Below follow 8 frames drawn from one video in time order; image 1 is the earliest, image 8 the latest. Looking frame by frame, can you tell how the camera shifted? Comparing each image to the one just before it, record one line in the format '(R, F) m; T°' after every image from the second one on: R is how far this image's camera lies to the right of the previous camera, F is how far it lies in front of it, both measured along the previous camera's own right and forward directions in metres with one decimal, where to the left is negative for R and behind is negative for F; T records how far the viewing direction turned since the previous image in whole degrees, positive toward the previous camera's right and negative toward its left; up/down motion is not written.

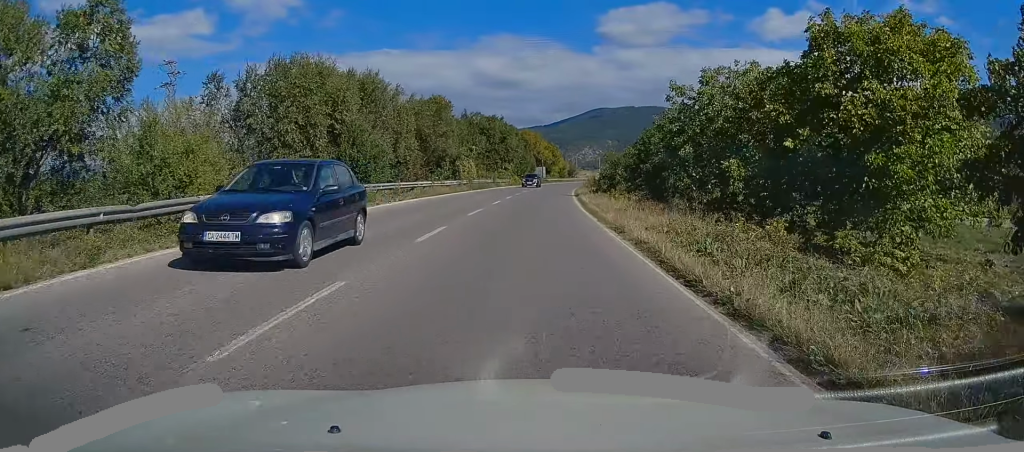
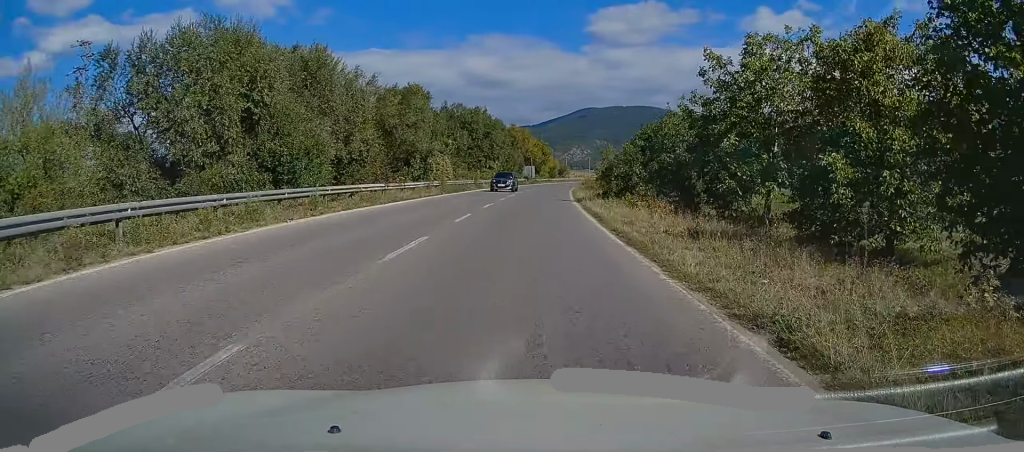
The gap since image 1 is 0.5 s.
(+0.2, +10.5) m; +1°
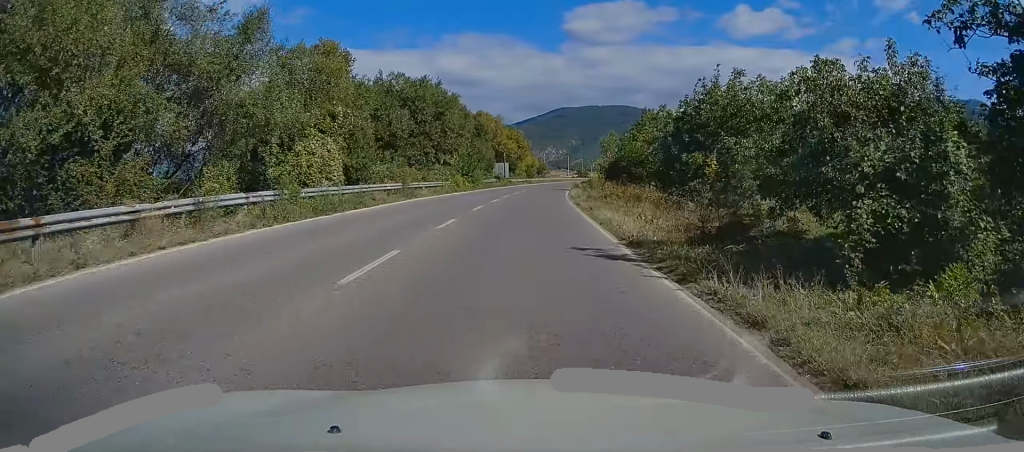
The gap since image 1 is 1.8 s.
(+0.2, +25.3) m; +2°
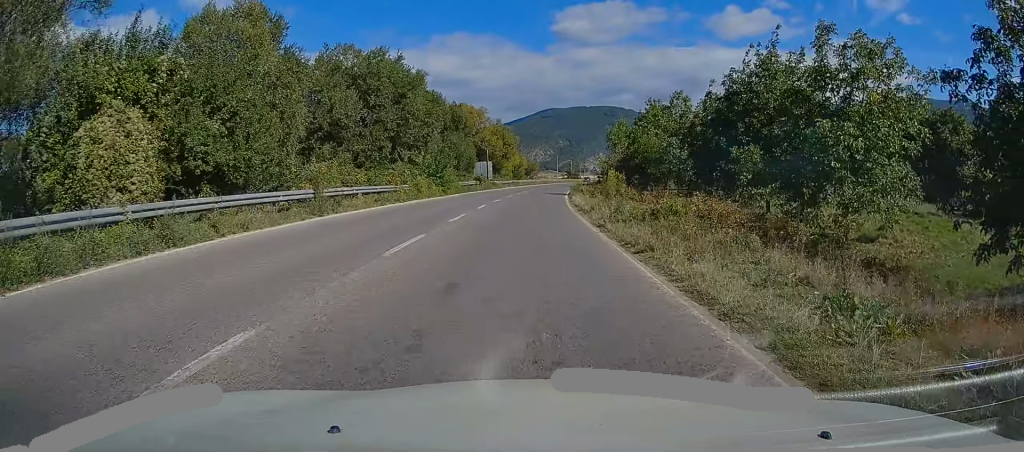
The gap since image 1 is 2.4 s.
(+0.3, +12.9) m; +1°
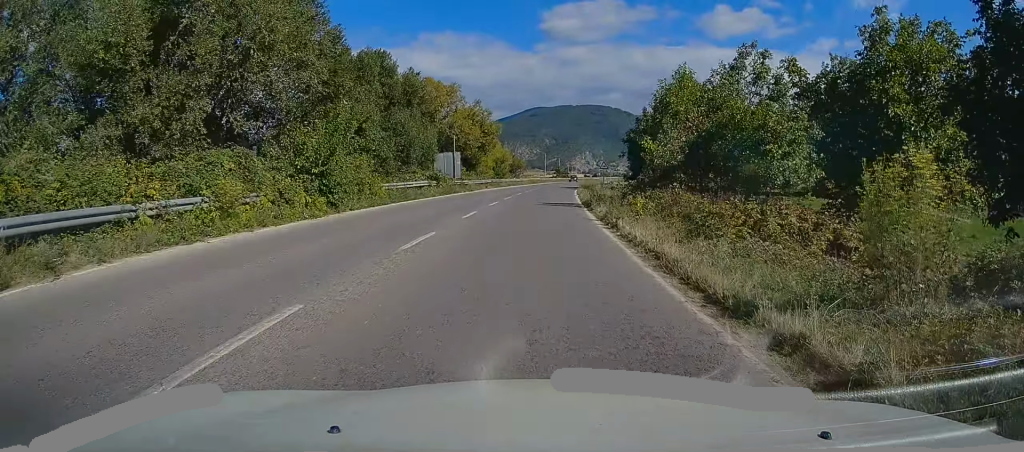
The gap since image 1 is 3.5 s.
(+0.4, +22.6) m; +2°
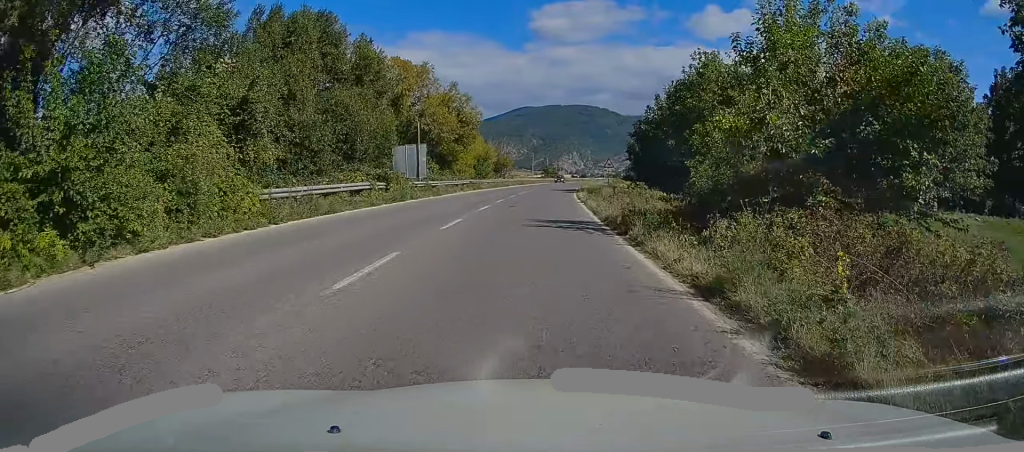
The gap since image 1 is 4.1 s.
(+0.1, +11.7) m; +1°
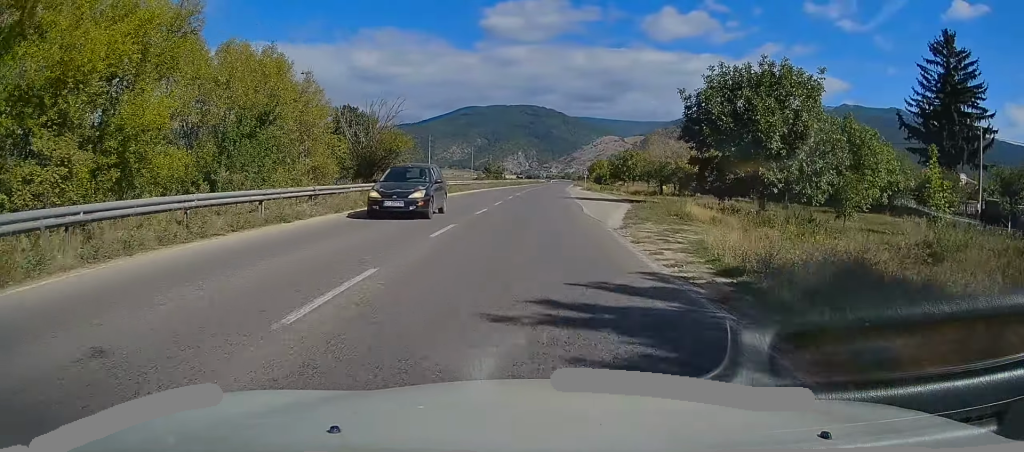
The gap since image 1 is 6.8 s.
(+1.9, +55.8) m; +4°
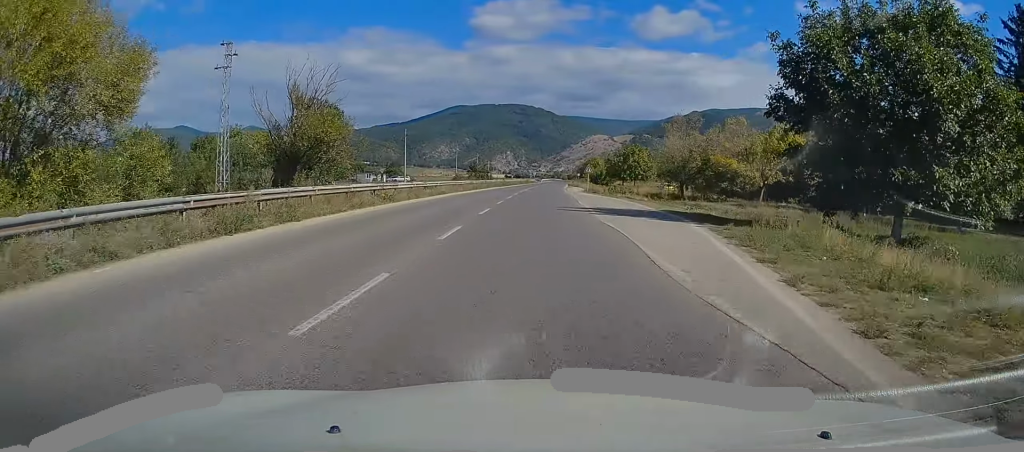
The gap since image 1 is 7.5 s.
(+0.2, +15.5) m; +1°
